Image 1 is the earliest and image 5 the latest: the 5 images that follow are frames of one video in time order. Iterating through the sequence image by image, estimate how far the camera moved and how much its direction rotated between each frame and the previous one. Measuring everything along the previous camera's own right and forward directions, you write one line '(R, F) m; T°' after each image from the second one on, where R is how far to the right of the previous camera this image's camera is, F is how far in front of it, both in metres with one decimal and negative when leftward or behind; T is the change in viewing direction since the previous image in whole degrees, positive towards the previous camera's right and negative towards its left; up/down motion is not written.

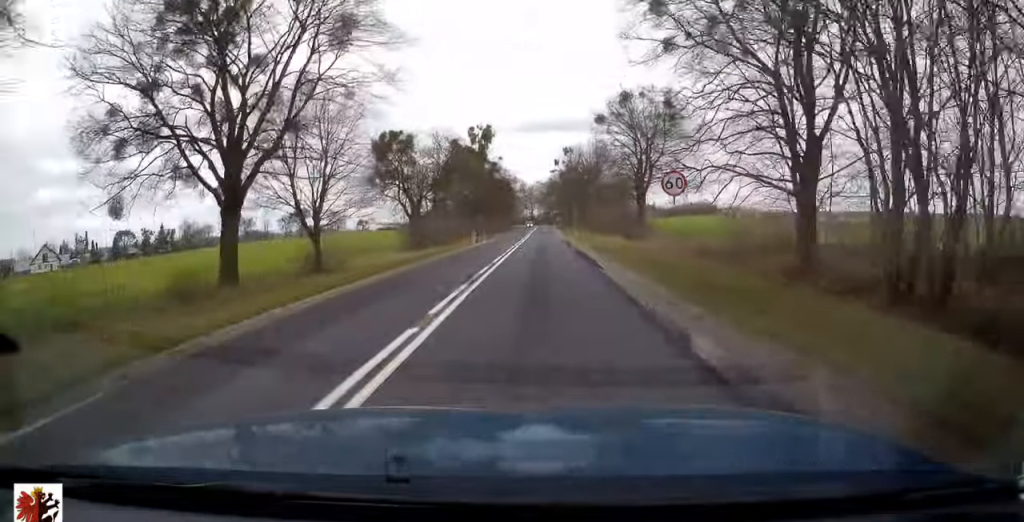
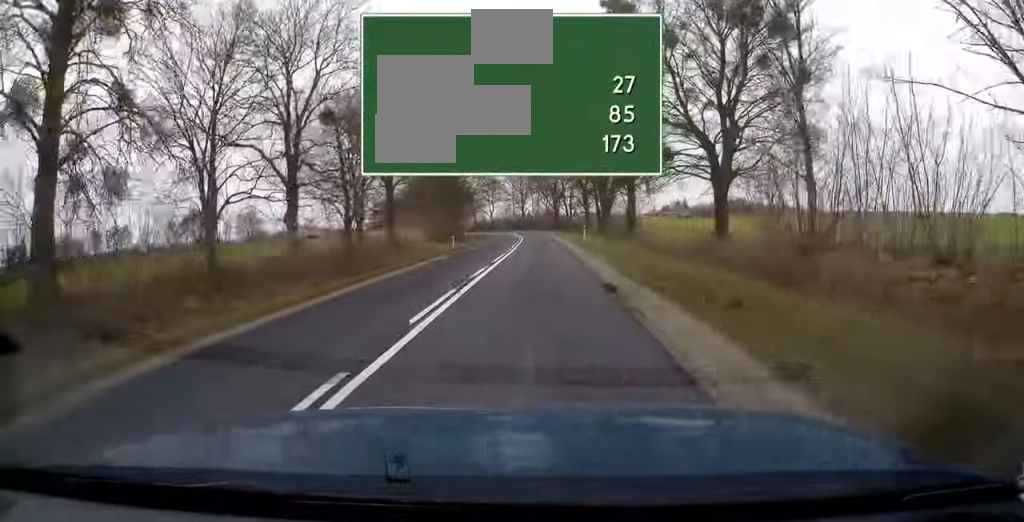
(-0.1, +115.4) m; 0°
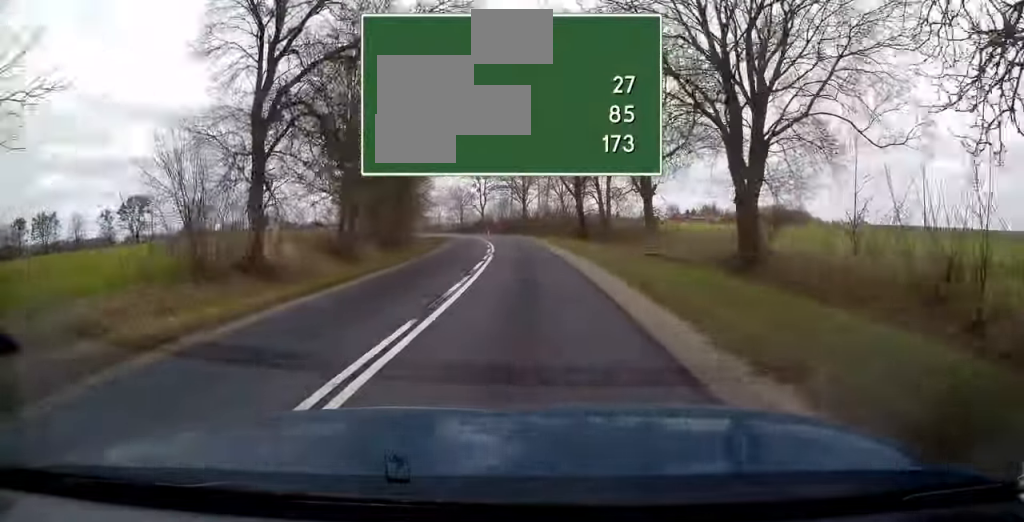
(-0.1, +48.4) m; -3°
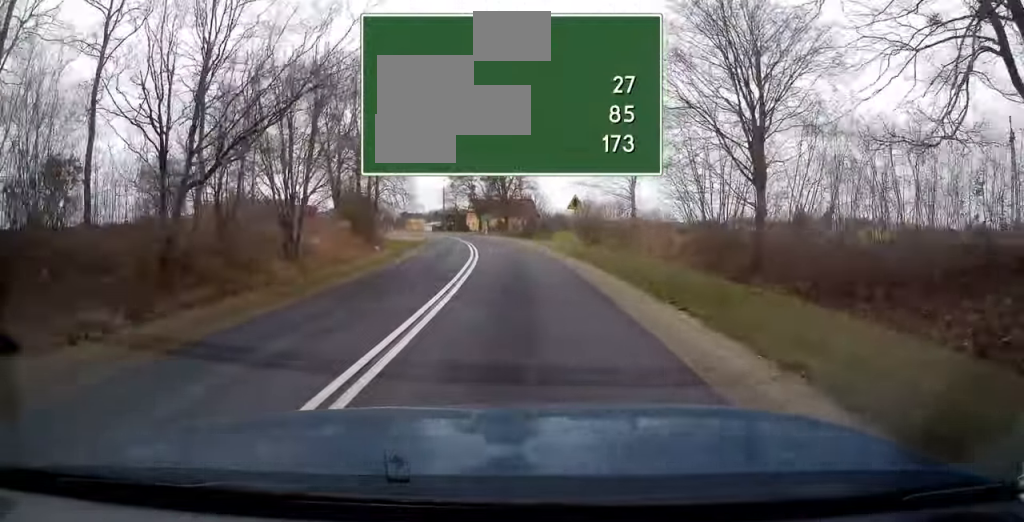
(-18.2, +115.1) m; -20°
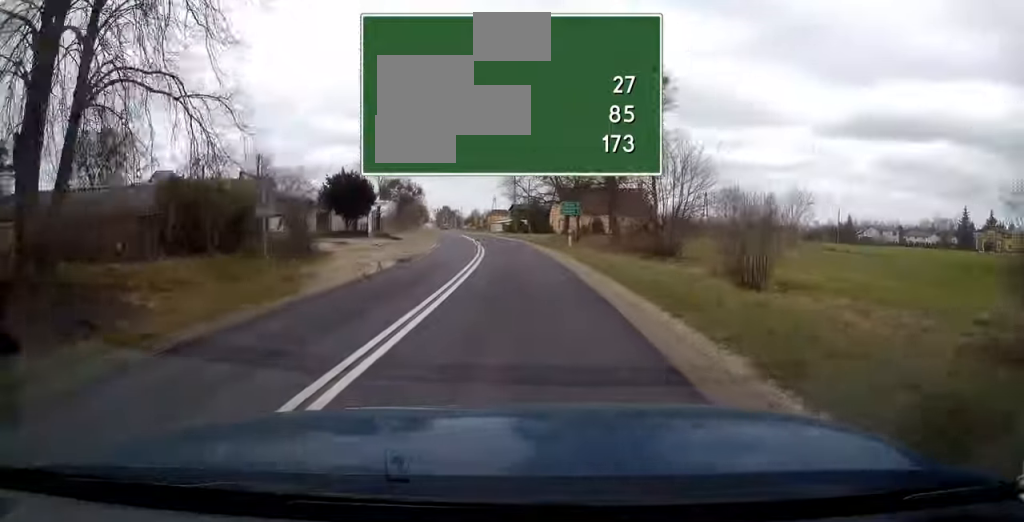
(-3.0, +43.4) m; -8°
